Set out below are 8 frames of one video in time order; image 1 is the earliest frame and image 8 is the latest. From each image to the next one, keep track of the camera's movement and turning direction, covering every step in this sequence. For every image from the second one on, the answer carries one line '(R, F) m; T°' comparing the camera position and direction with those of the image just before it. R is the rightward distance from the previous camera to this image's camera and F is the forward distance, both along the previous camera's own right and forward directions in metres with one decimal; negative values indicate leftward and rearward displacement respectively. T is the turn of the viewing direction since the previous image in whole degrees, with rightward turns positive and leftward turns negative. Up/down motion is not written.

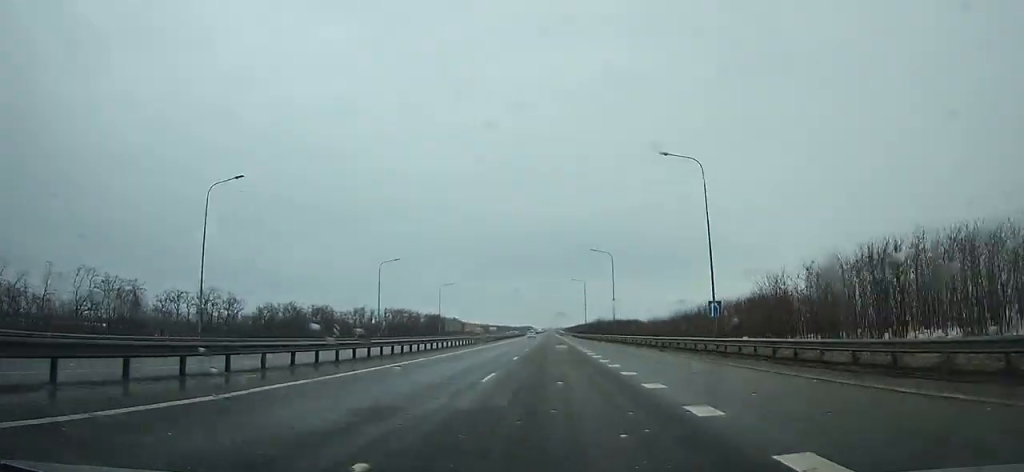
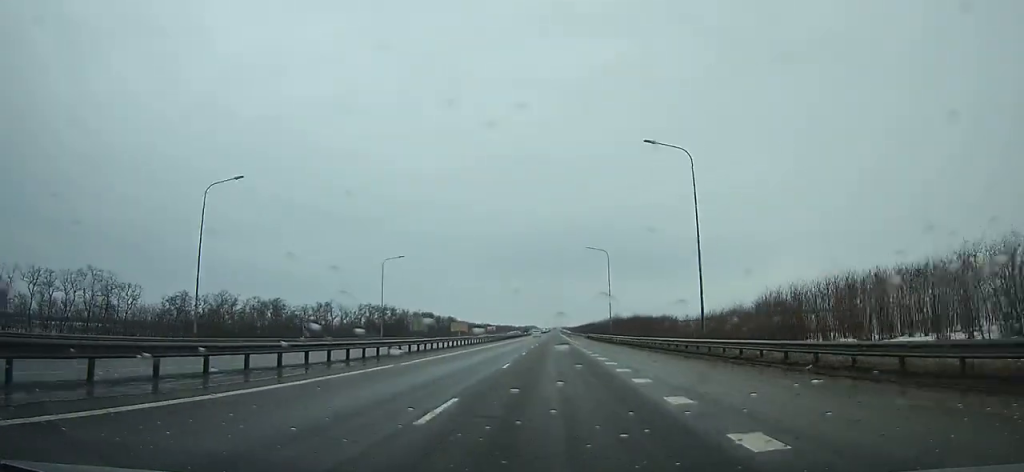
(0.0, +43.2) m; 0°
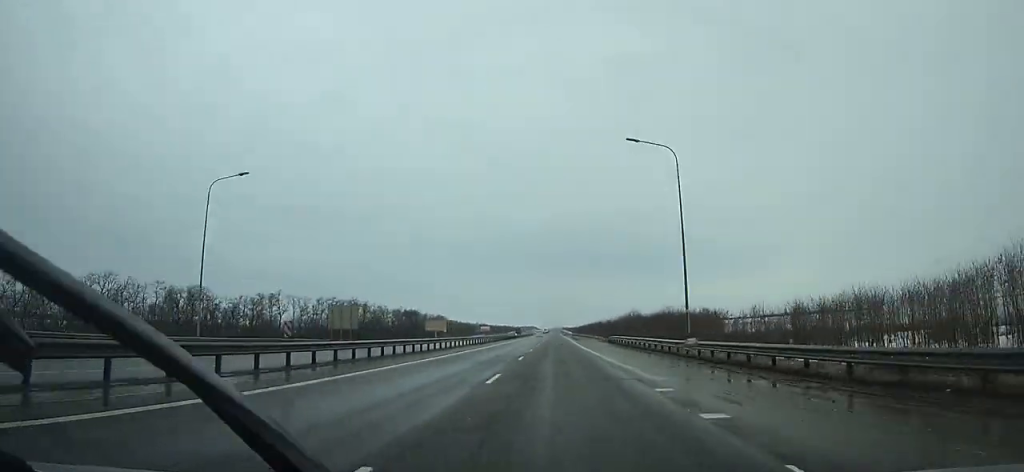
(+0.1, +41.3) m; 0°
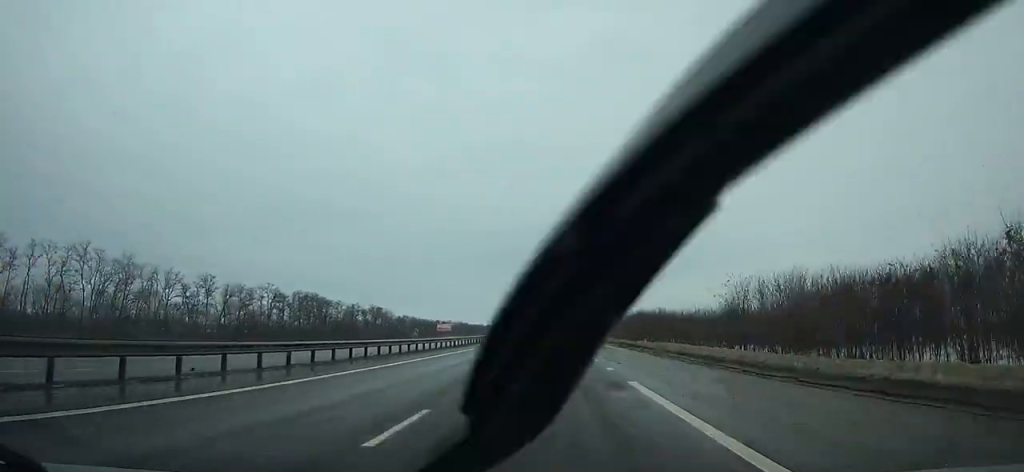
(-0.3, +142.8) m; 0°
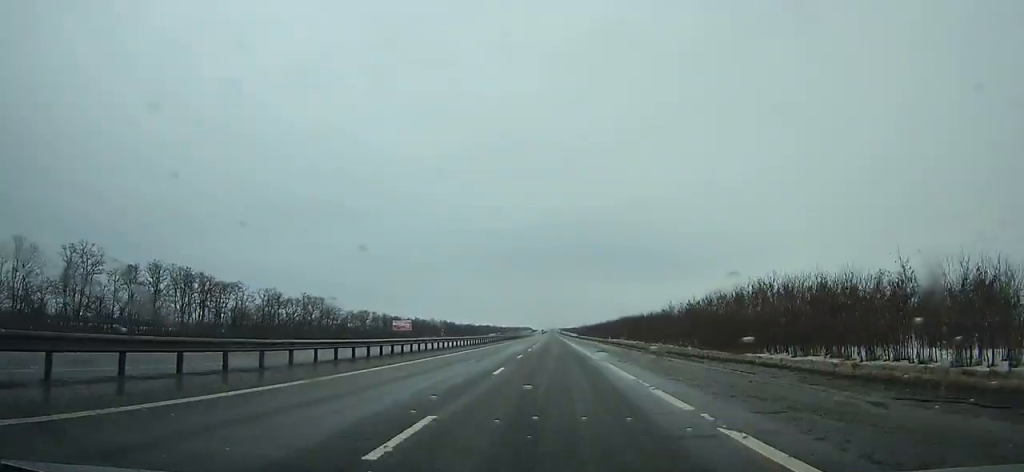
(0.0, +72.4) m; 0°
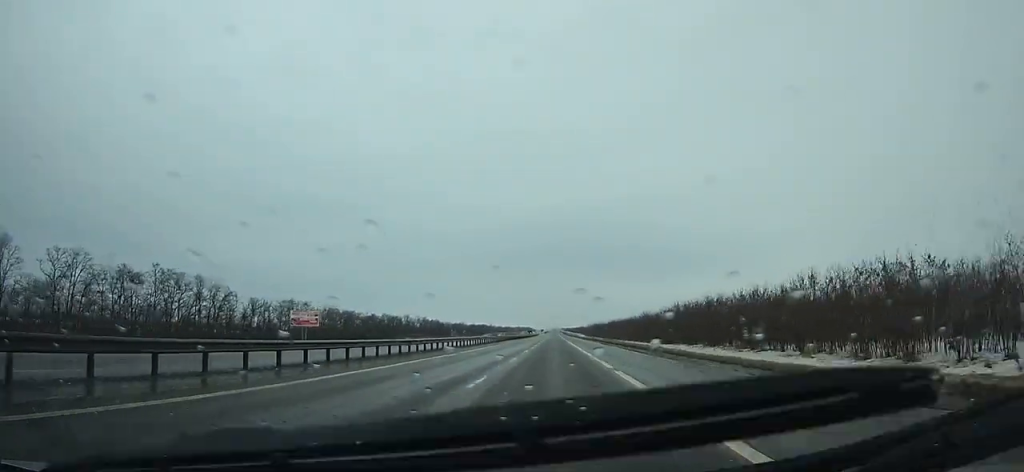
(+0.2, +77.7) m; 0°
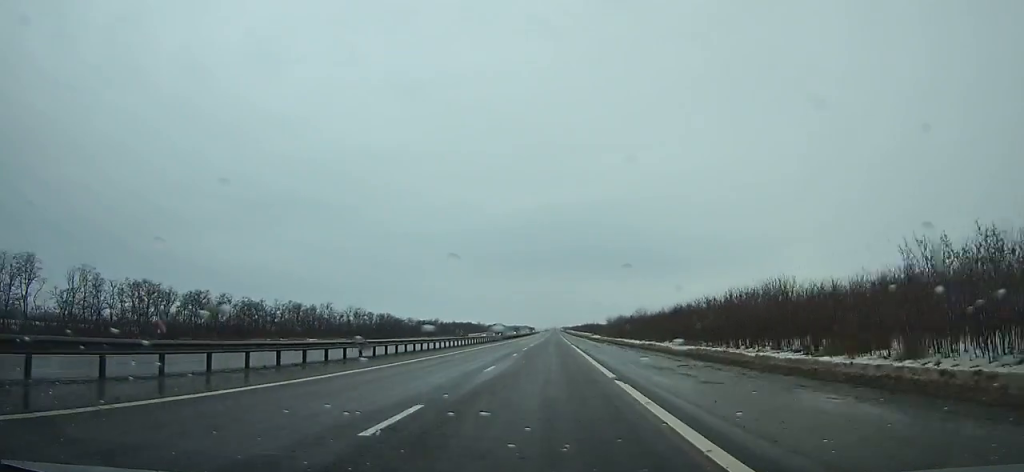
(+0.2, +115.6) m; 0°
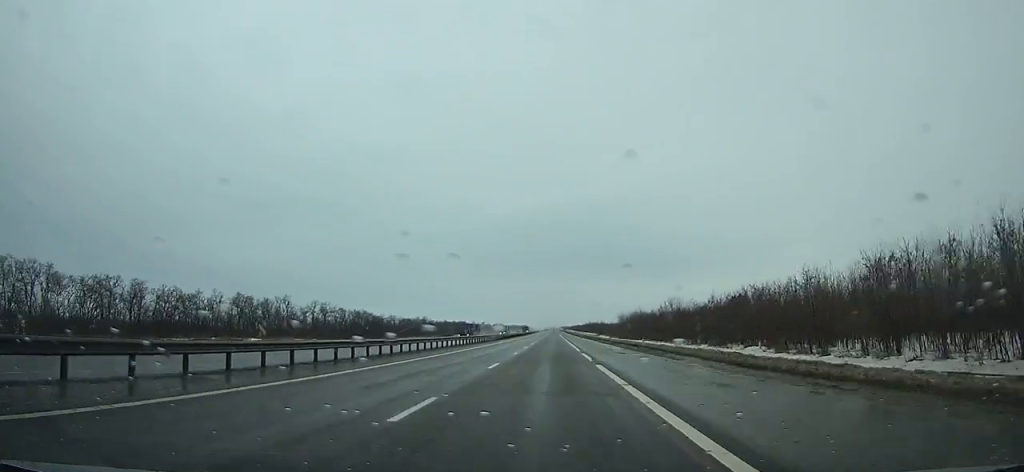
(-0.1, +35.2) m; 0°
